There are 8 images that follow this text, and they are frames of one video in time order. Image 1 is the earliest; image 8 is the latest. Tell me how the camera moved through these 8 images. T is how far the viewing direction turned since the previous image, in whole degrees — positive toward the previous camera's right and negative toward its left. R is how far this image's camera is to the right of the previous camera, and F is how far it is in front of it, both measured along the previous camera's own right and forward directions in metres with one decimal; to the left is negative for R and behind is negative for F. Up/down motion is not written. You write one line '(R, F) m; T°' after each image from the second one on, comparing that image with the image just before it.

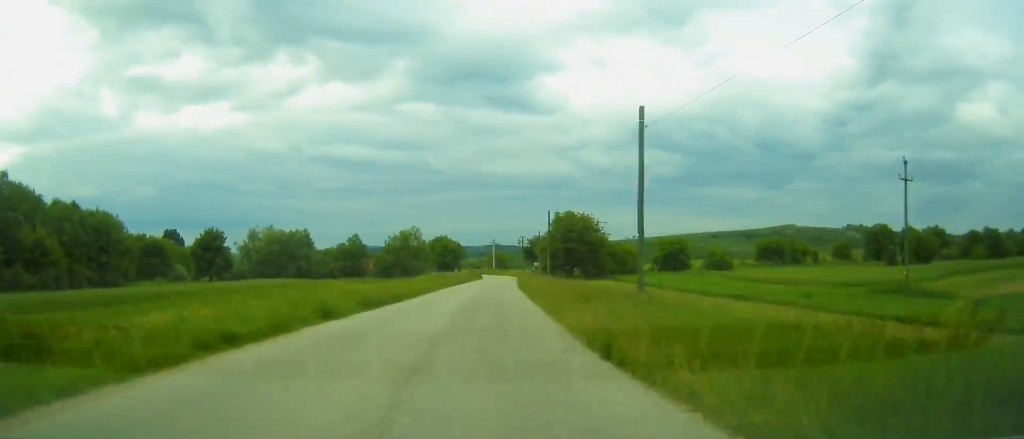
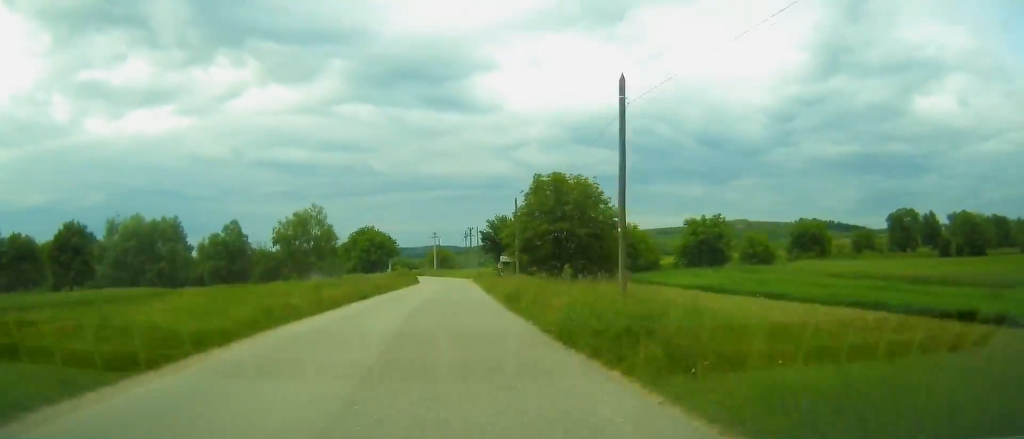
(+3.4, +36.5) m; +2°
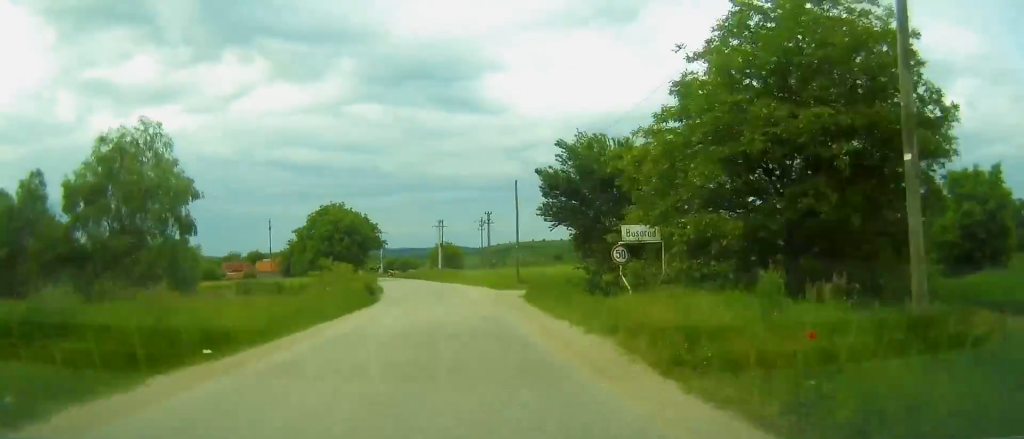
(+0.5, +42.0) m; -1°
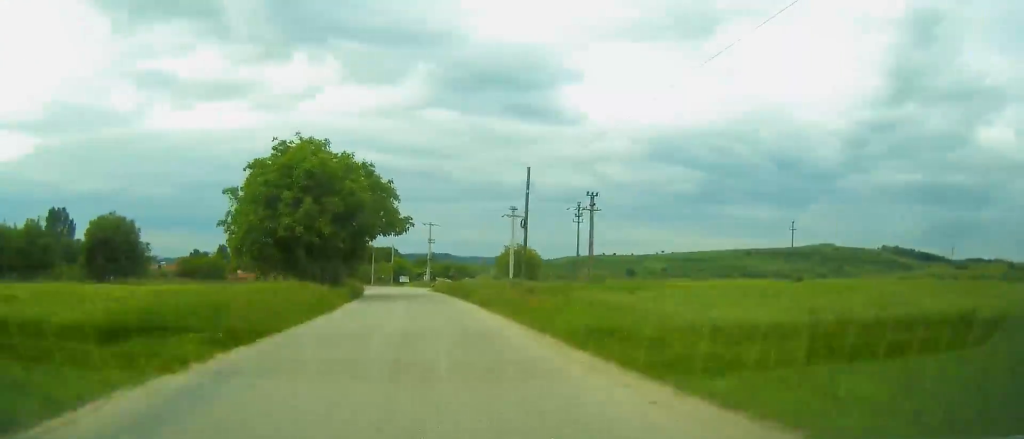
(-0.3, +43.8) m; -4°
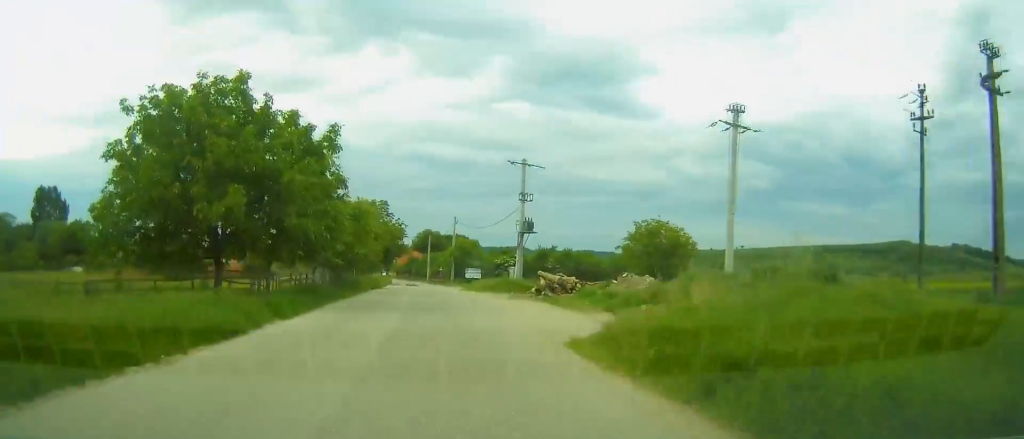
(-3.3, +51.3) m; -5°
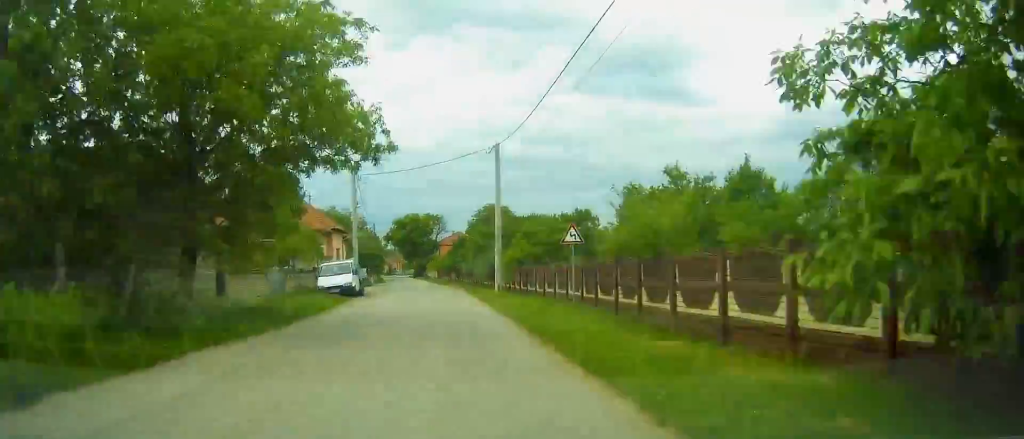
(-4.8, +82.0) m; -6°
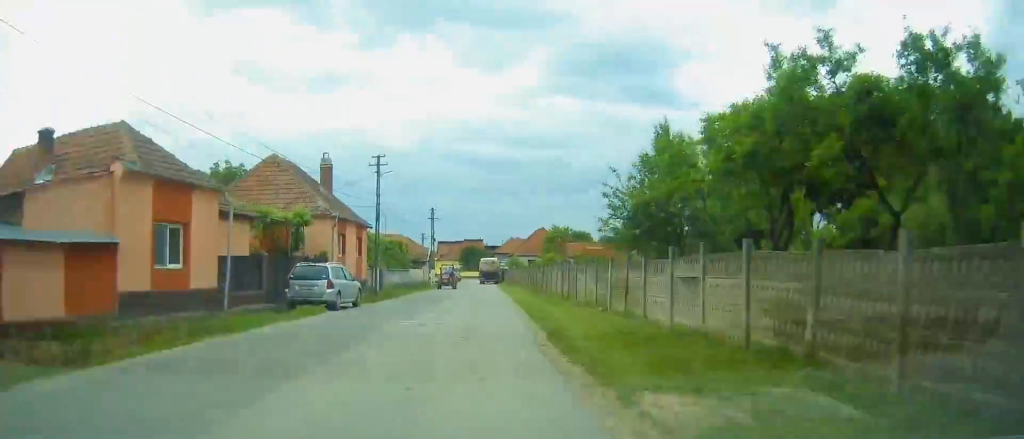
(-4.6, +144.2) m; +2°
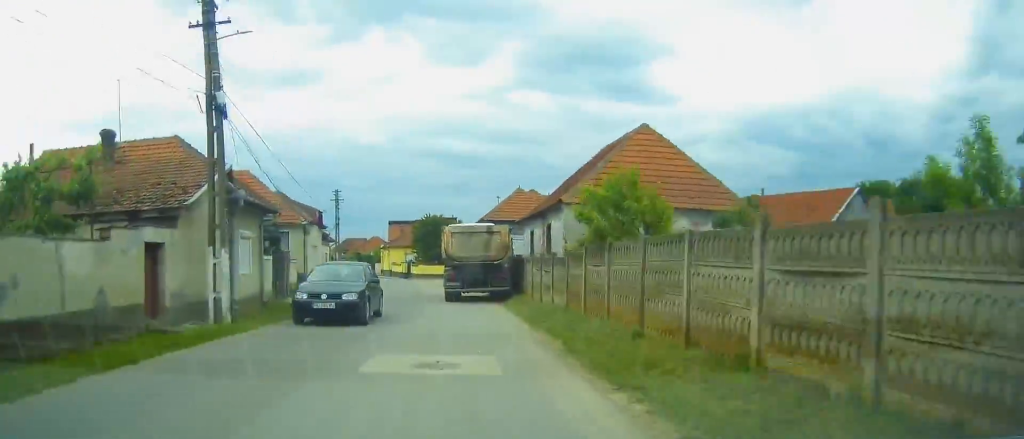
(+2.2, +52.9) m; +1°
